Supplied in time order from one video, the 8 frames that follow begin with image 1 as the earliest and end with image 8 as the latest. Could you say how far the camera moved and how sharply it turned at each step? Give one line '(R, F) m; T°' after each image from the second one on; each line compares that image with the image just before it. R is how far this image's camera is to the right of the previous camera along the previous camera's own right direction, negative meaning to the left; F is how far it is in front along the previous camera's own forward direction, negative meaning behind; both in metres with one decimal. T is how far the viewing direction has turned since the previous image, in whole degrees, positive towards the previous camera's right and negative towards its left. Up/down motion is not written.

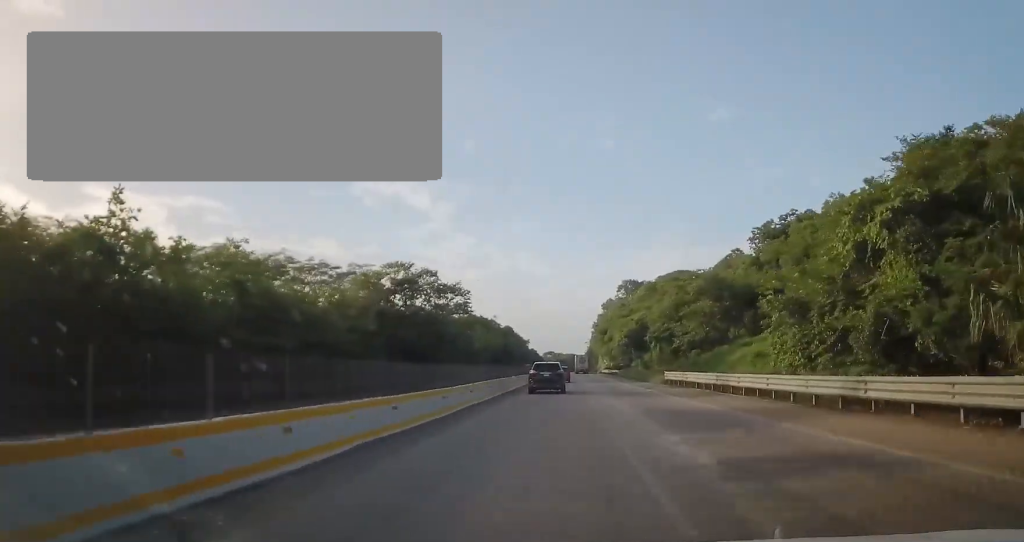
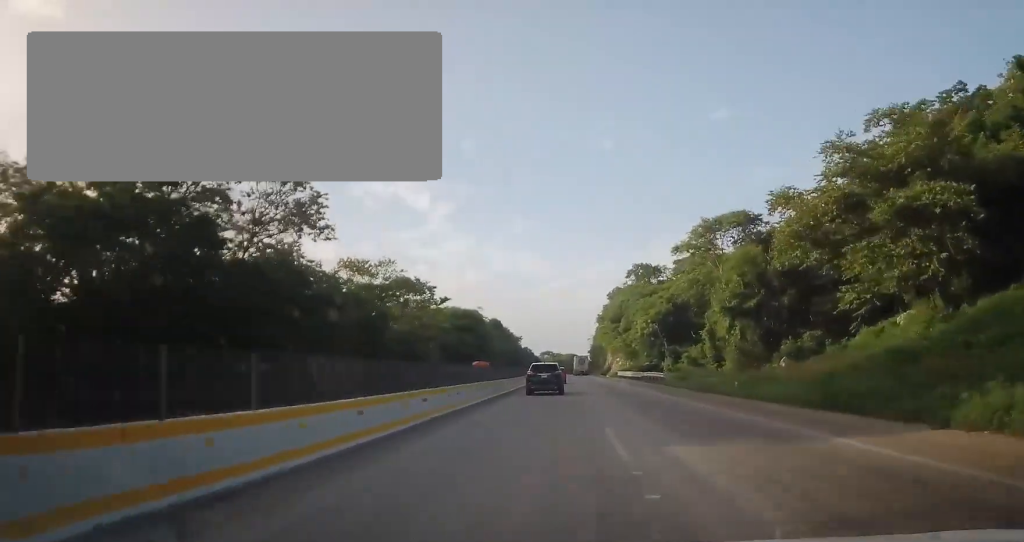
(+0.2, +42.6) m; 0°
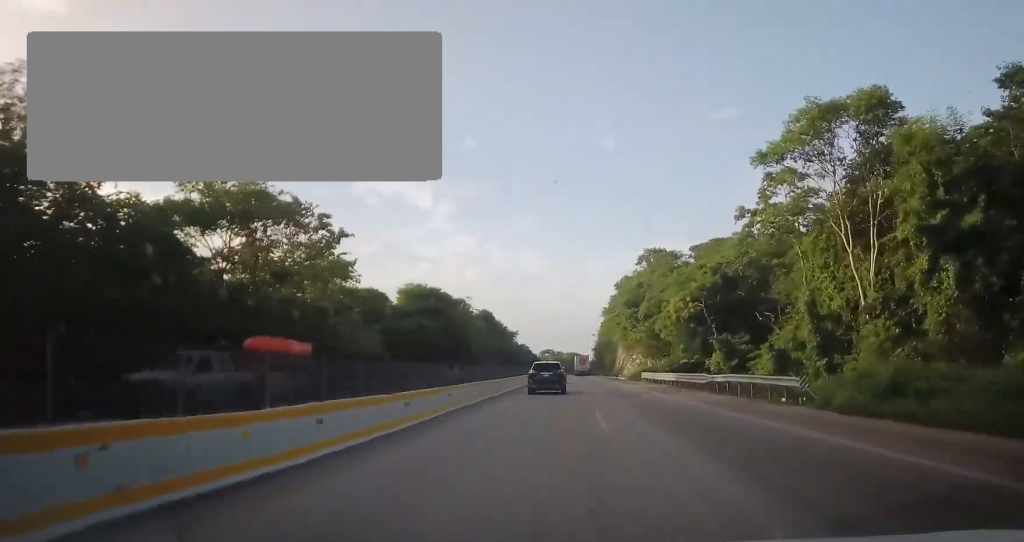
(0.0, +27.5) m; 0°
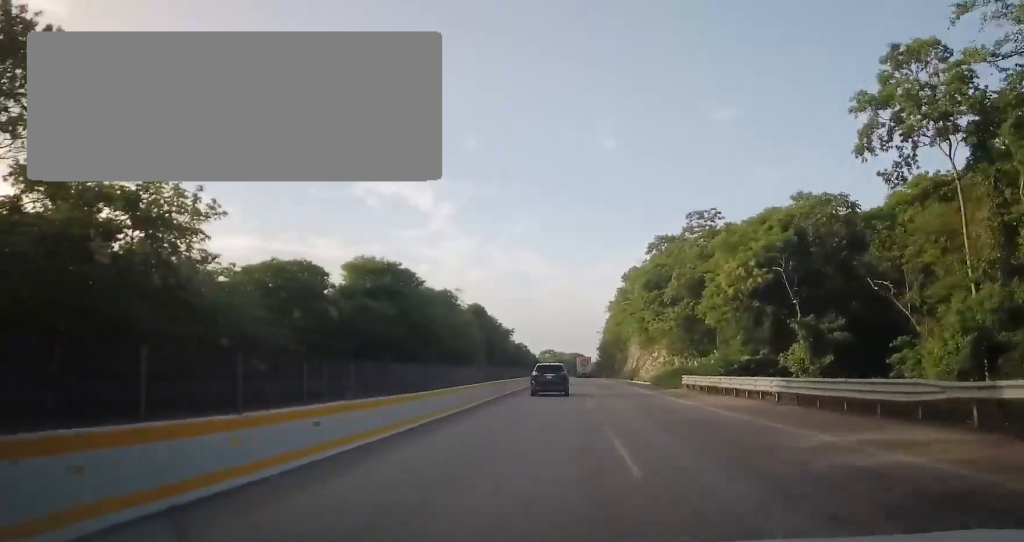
(0.0, +20.8) m; -1°
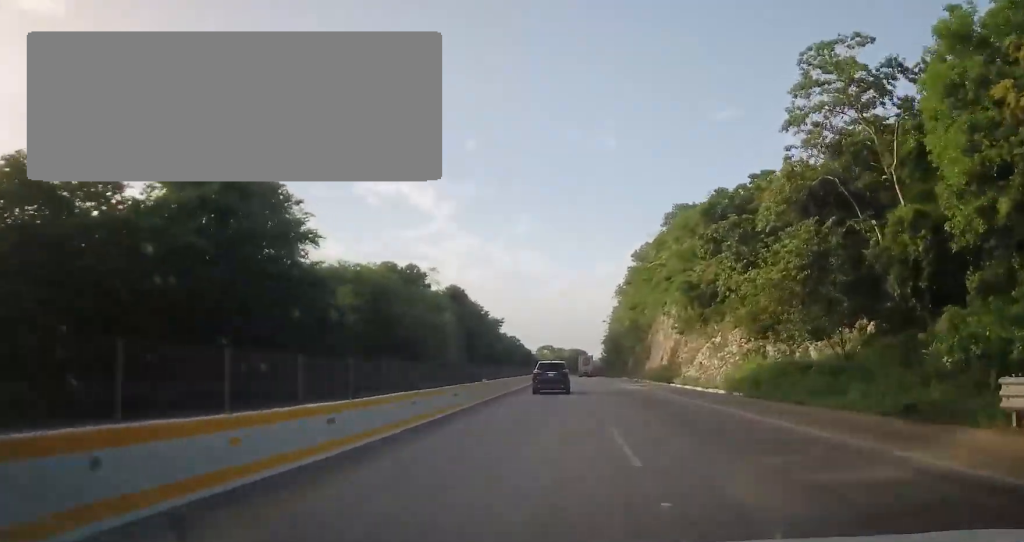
(-0.2, +30.1) m; +1°
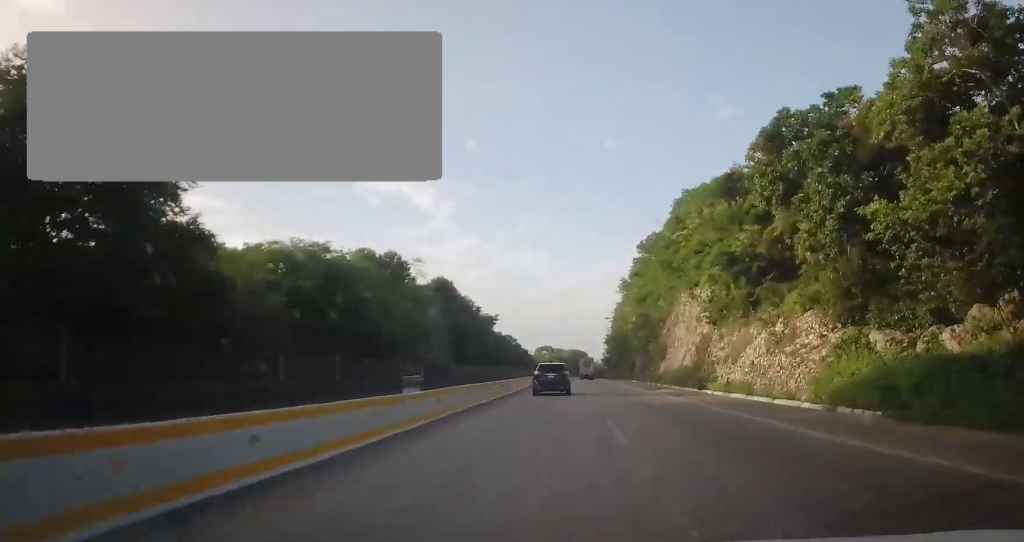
(+0.2, +12.4) m; +1°
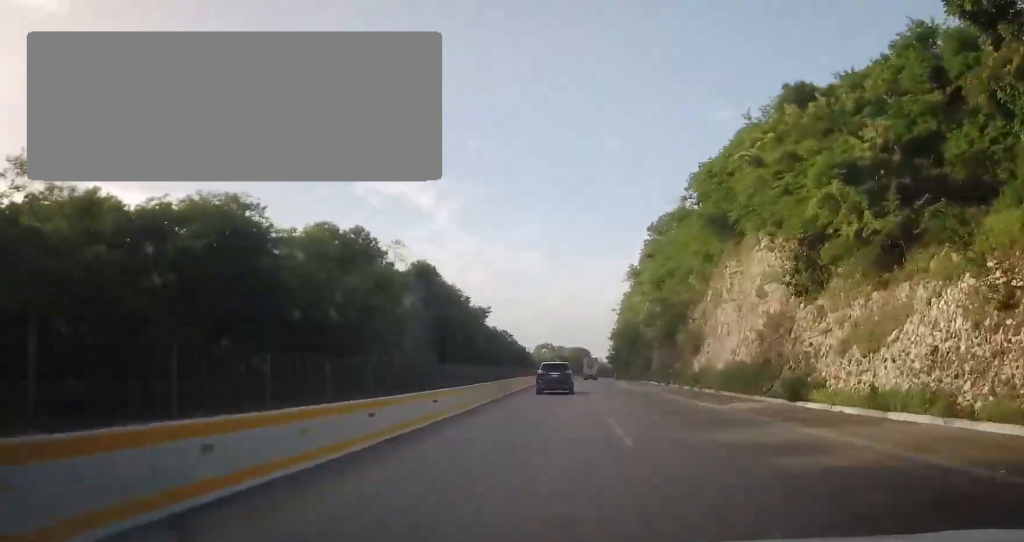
(0.0, +16.1) m; 0°
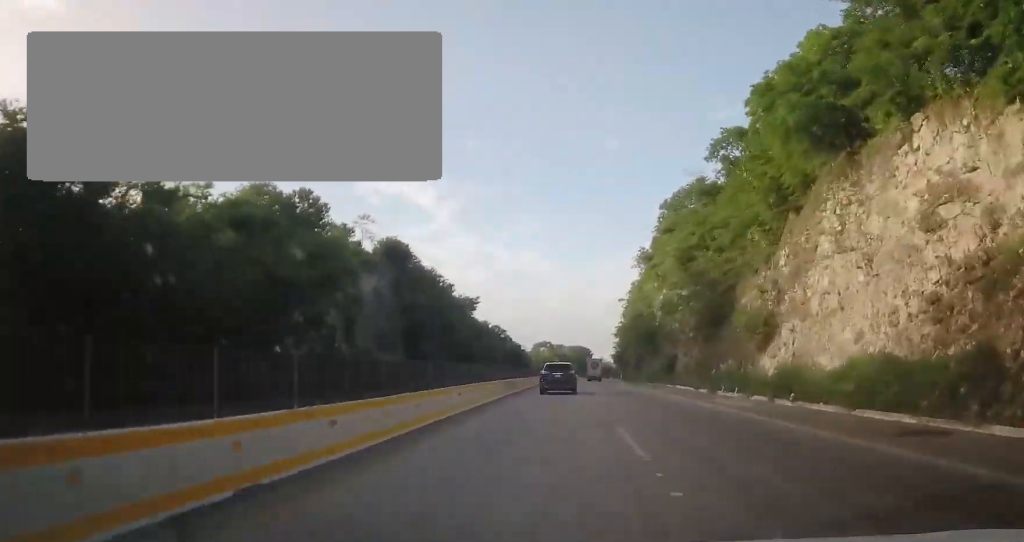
(0.0, +16.9) m; 0°
